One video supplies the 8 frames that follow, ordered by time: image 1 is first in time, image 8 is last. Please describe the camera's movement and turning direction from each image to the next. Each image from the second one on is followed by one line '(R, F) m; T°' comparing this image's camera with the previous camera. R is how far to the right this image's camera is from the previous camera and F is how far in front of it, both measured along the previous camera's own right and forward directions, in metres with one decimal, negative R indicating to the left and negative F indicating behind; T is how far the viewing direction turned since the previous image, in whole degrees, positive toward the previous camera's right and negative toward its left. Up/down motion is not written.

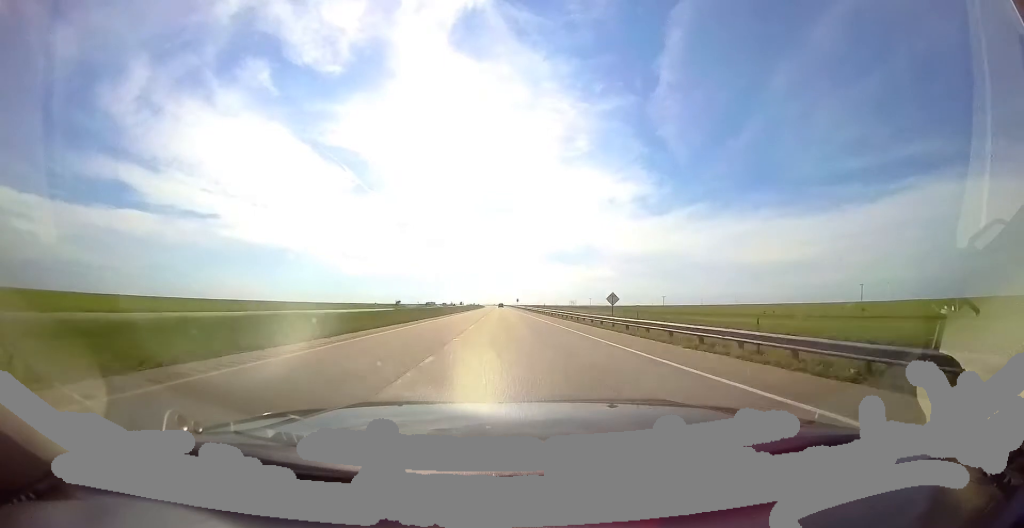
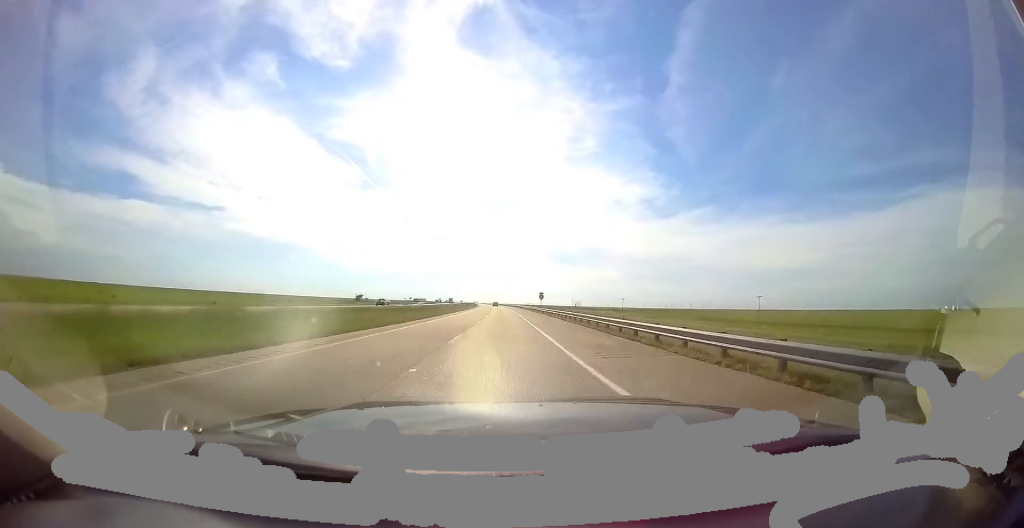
(-1.0, +78.9) m; -2°
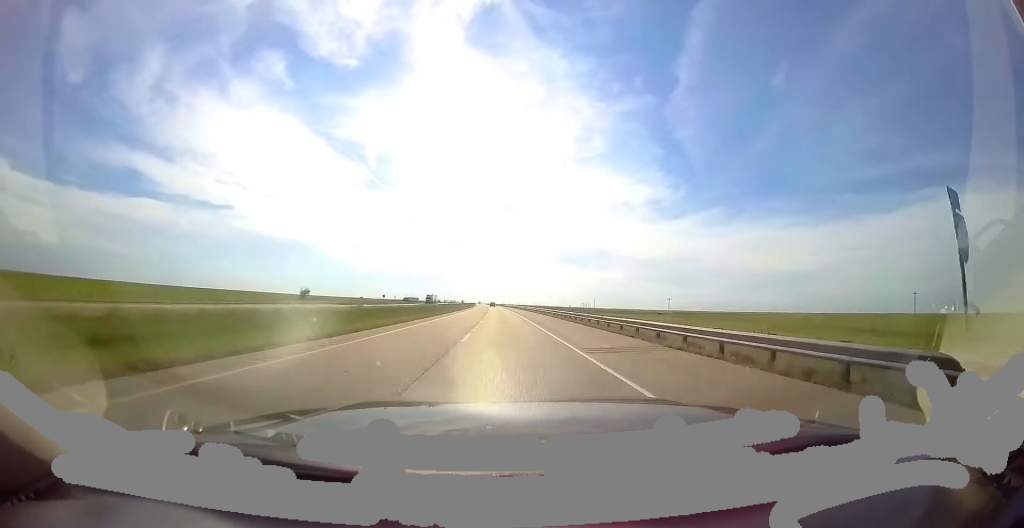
(-1.1, +60.1) m; -1°
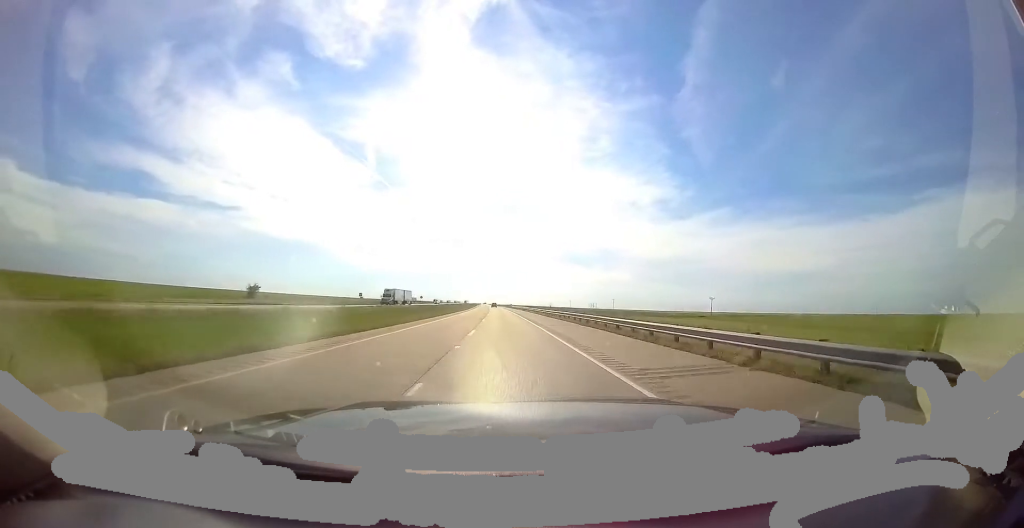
(-0.2, +33.7) m; -1°
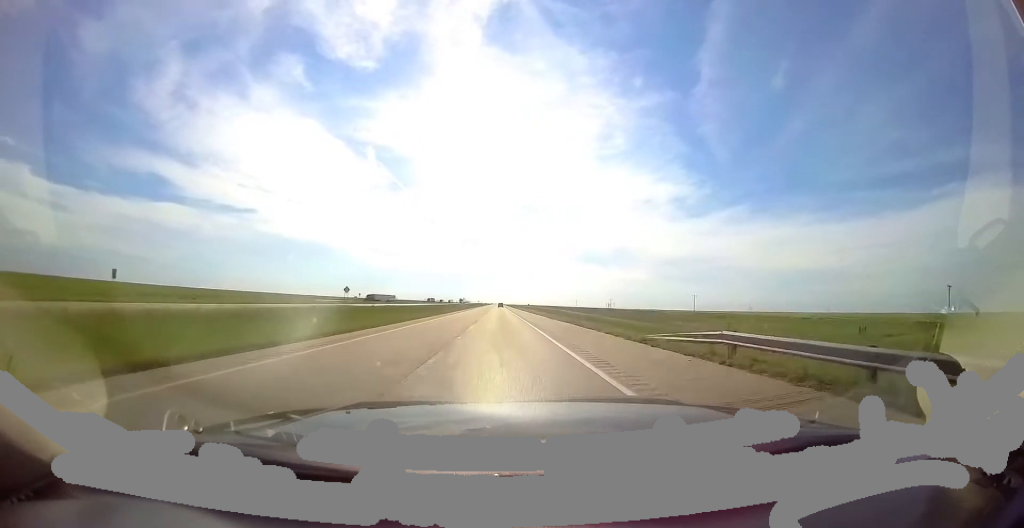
(-1.3, +94.0) m; -1°
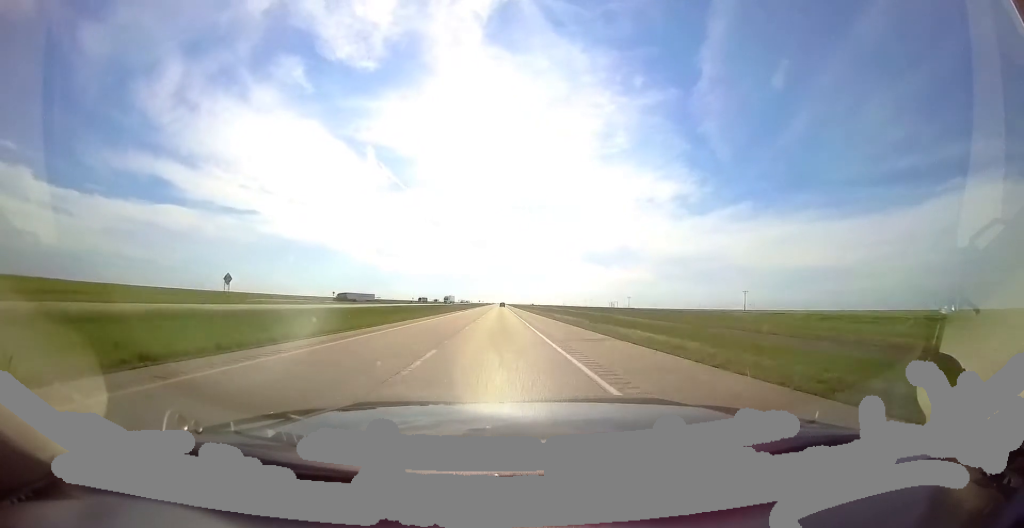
(-0.2, +36.2) m; 0°
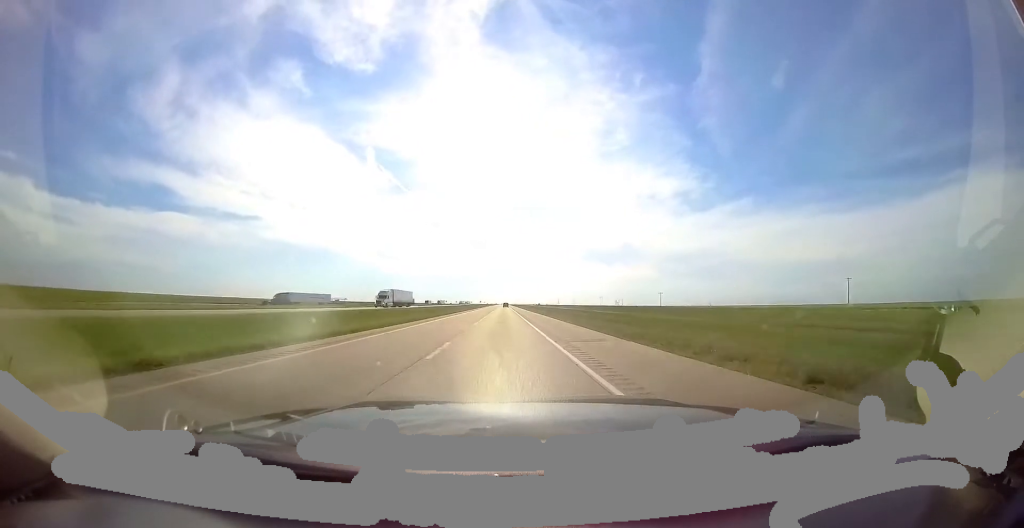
(0.0, +45.8) m; 0°
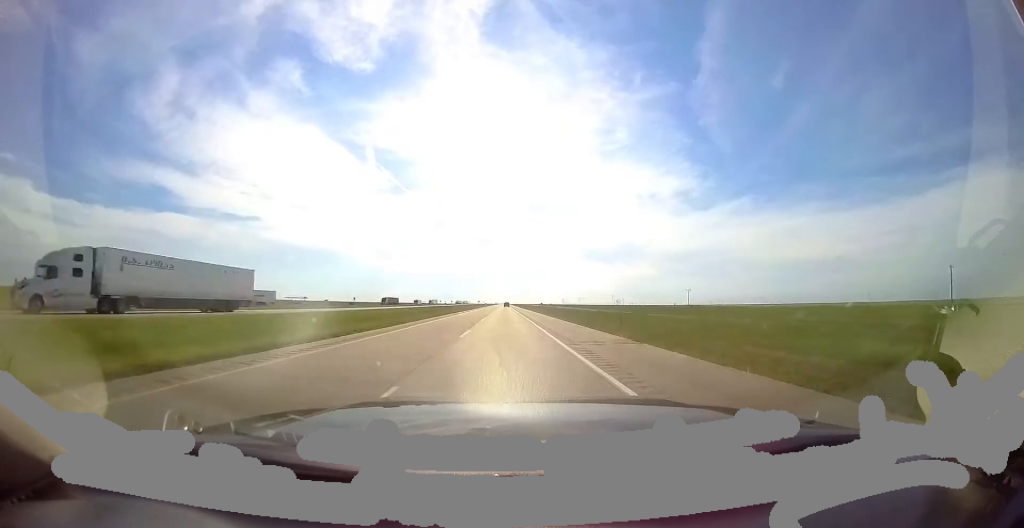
(0.0, +31.4) m; 0°
